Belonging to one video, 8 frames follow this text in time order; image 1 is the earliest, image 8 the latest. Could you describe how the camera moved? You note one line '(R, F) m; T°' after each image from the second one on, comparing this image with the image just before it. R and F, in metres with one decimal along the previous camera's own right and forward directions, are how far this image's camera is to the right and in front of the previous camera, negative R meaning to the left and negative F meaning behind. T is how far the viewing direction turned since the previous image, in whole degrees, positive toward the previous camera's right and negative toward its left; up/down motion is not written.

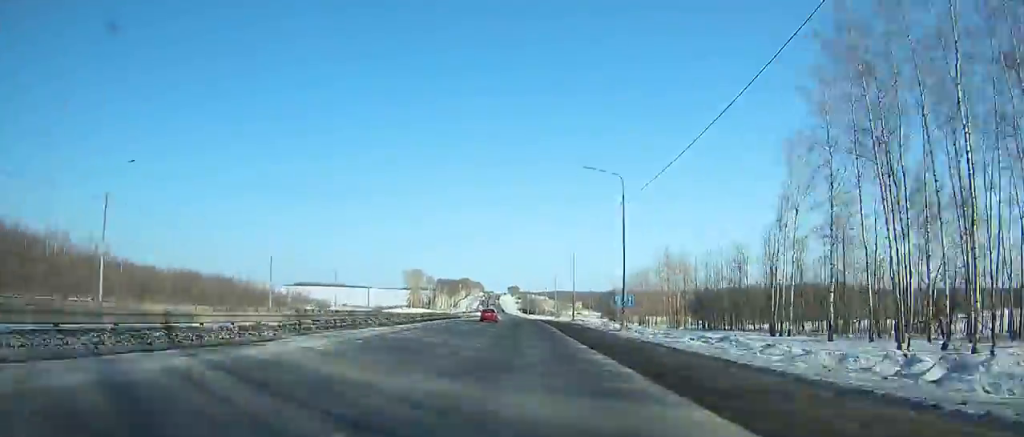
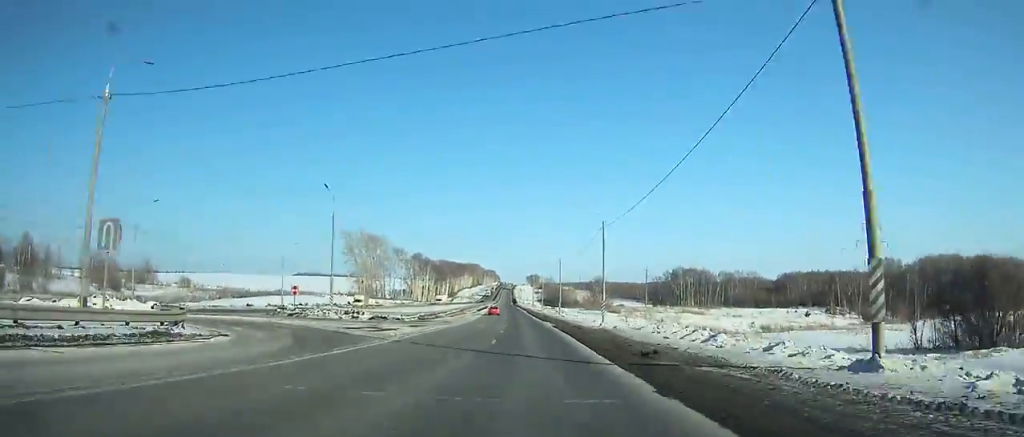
(-1.9, +146.1) m; -2°
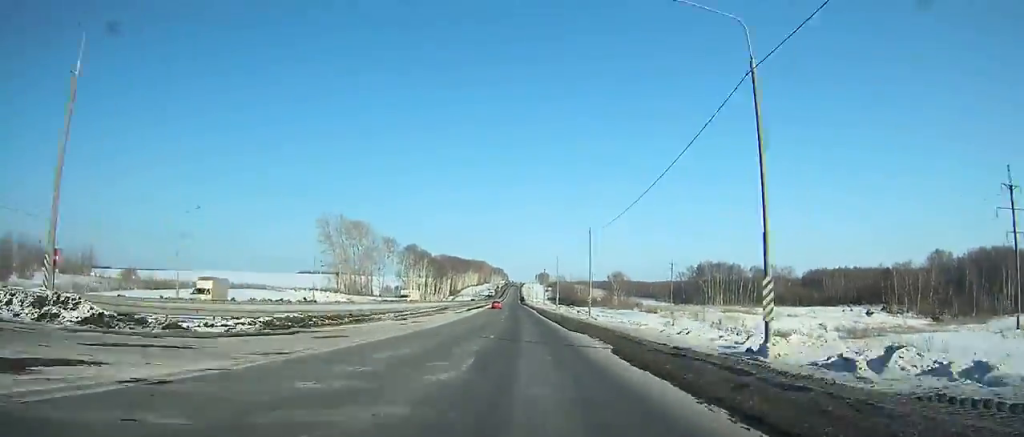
(0.0, +34.1) m; -1°
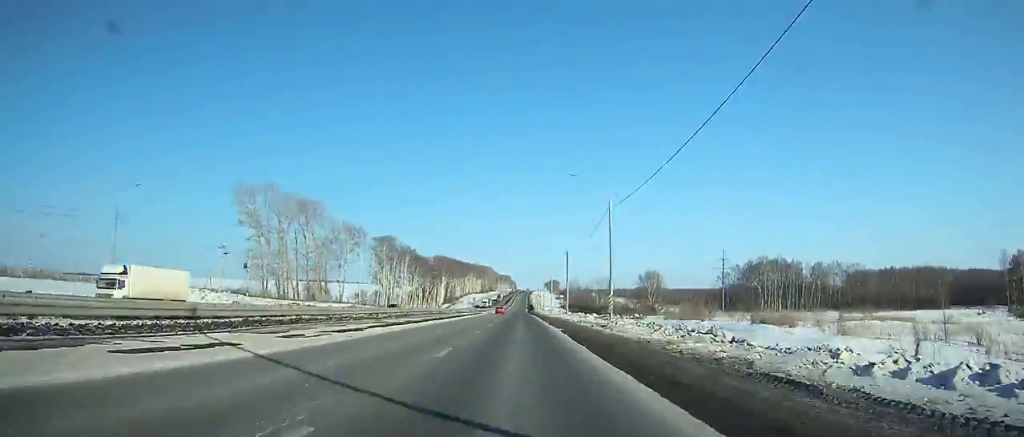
(-0.6, +57.6) m; -1°
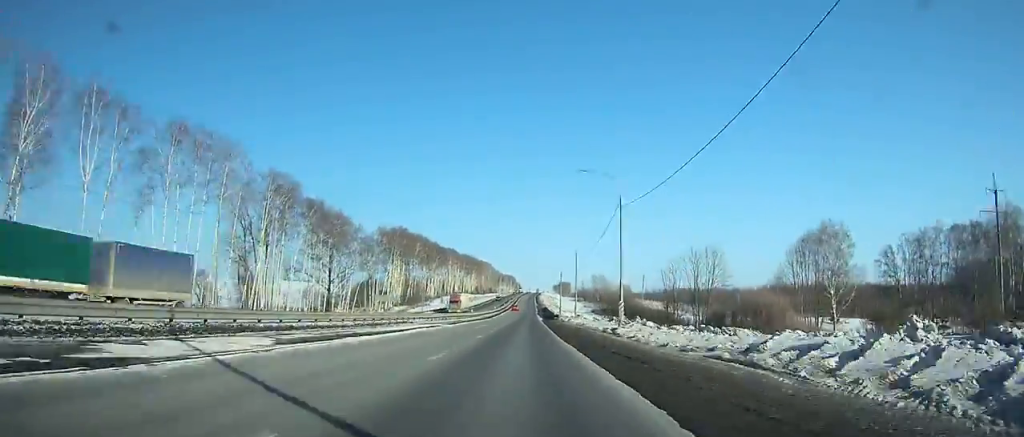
(-1.5, +120.5) m; -1°
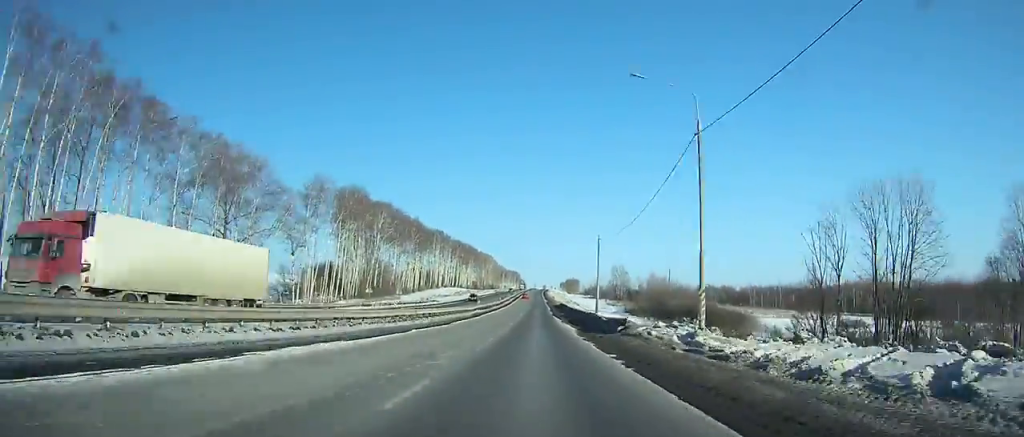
(-0.1, +55.0) m; 0°
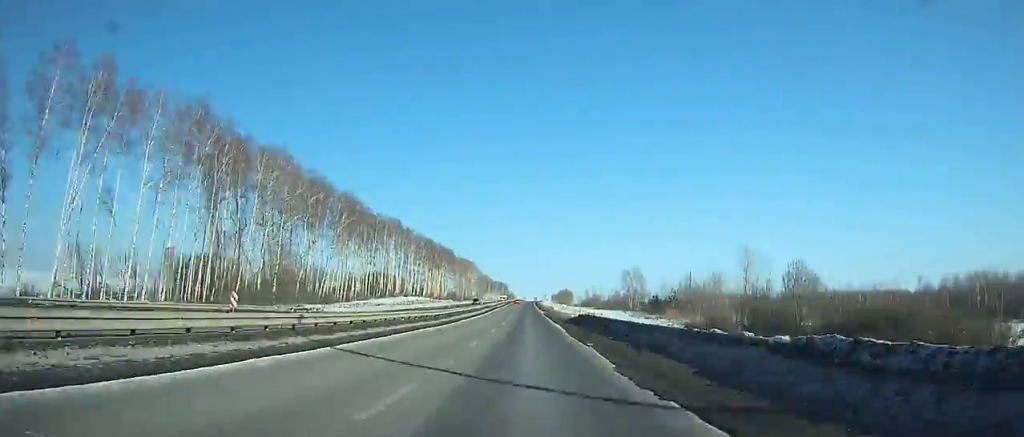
(+0.3, +59.9) m; 0°
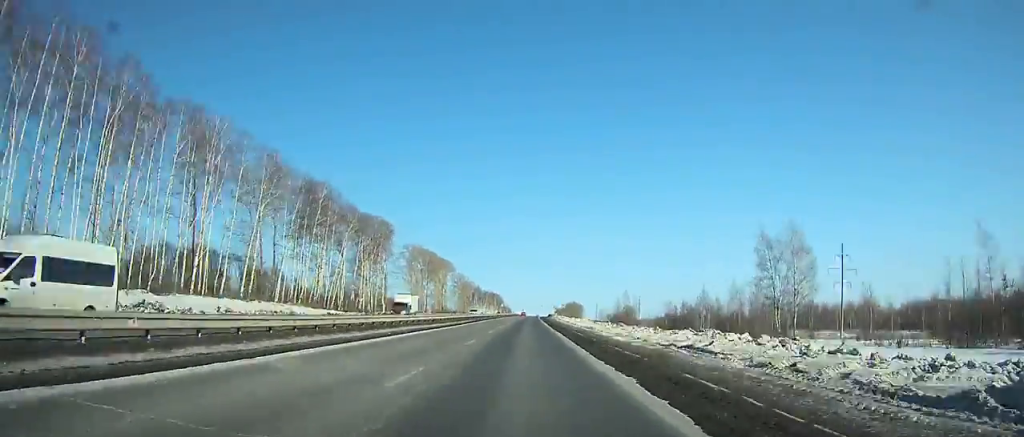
(+0.4, +128.9) m; 0°
